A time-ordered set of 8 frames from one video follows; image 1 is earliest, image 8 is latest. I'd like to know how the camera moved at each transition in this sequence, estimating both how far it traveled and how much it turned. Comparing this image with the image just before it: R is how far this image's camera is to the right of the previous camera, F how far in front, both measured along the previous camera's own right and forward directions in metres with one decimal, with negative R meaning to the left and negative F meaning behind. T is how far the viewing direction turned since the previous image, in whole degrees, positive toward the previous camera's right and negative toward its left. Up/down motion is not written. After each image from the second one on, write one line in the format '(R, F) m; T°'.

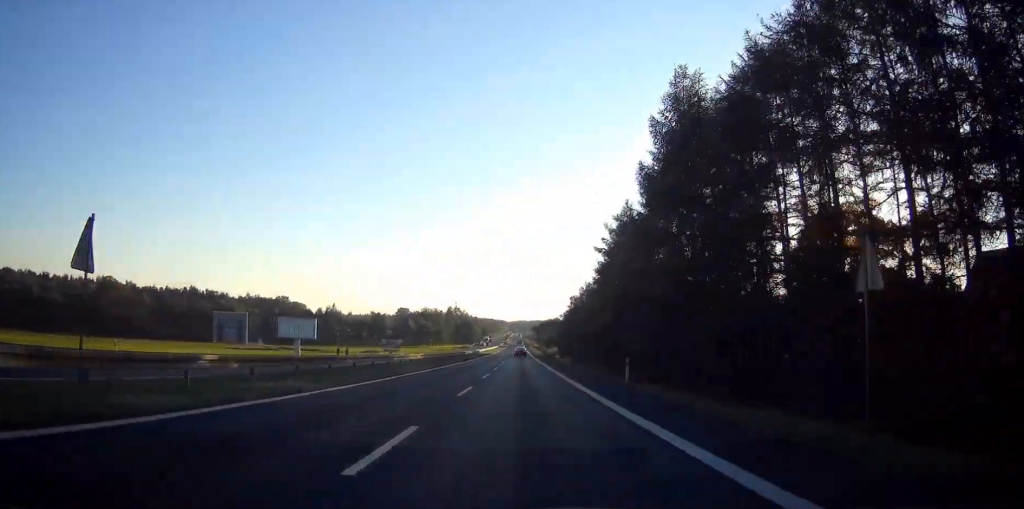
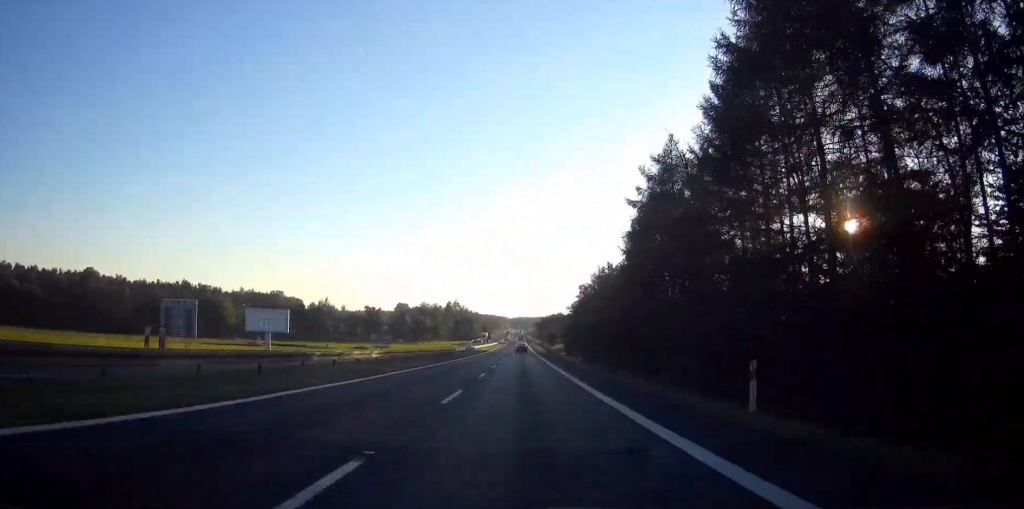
(0.0, +15.4) m; 0°
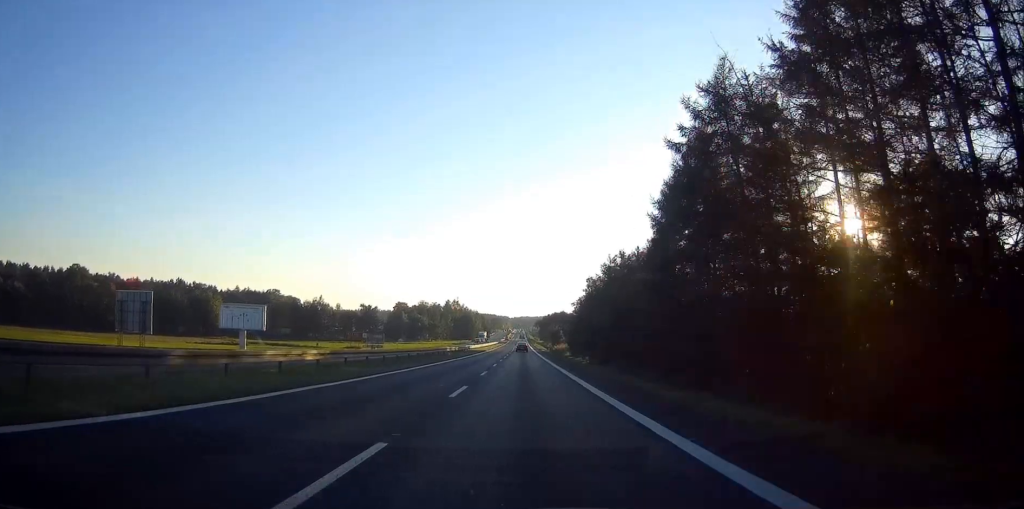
(0.0, +10.3) m; 0°
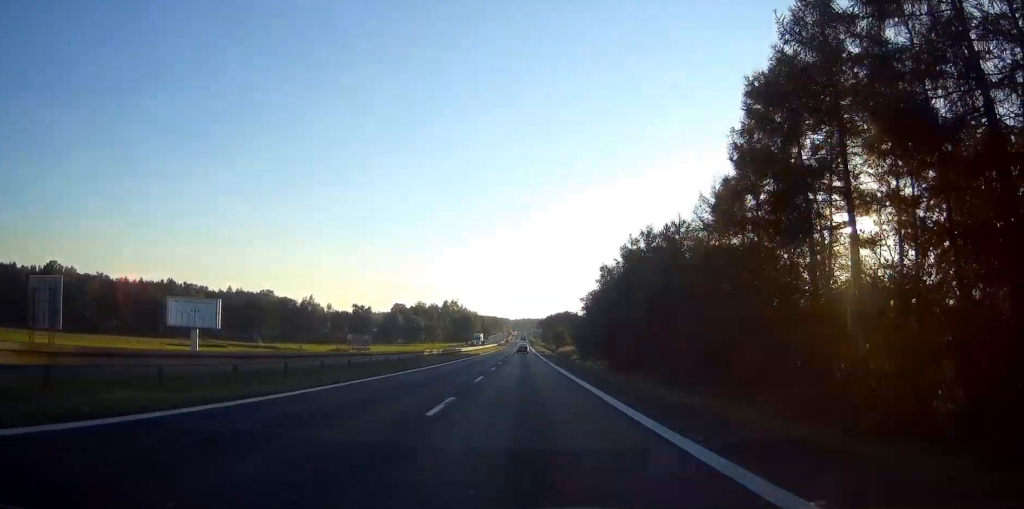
(0.0, +15.4) m; 0°
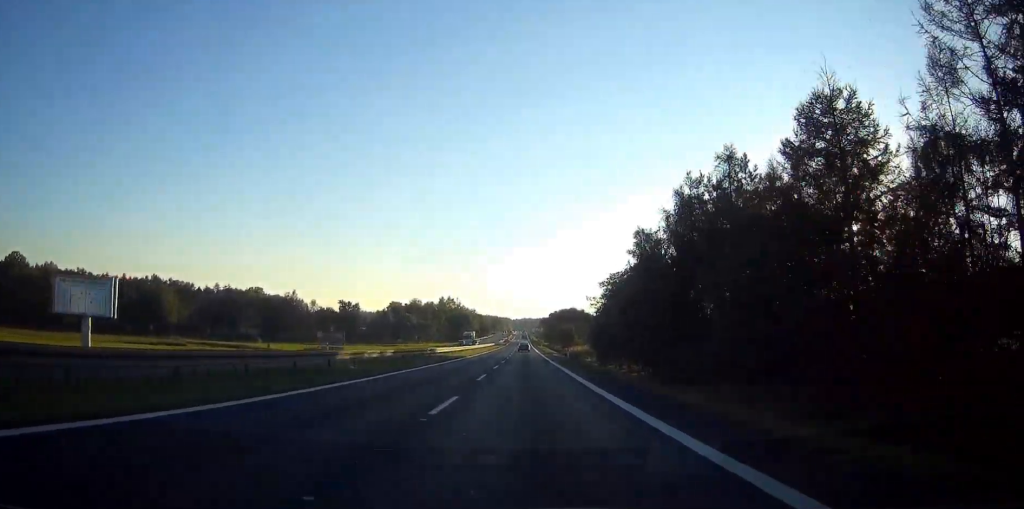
(0.0, +23.2) m; 0°
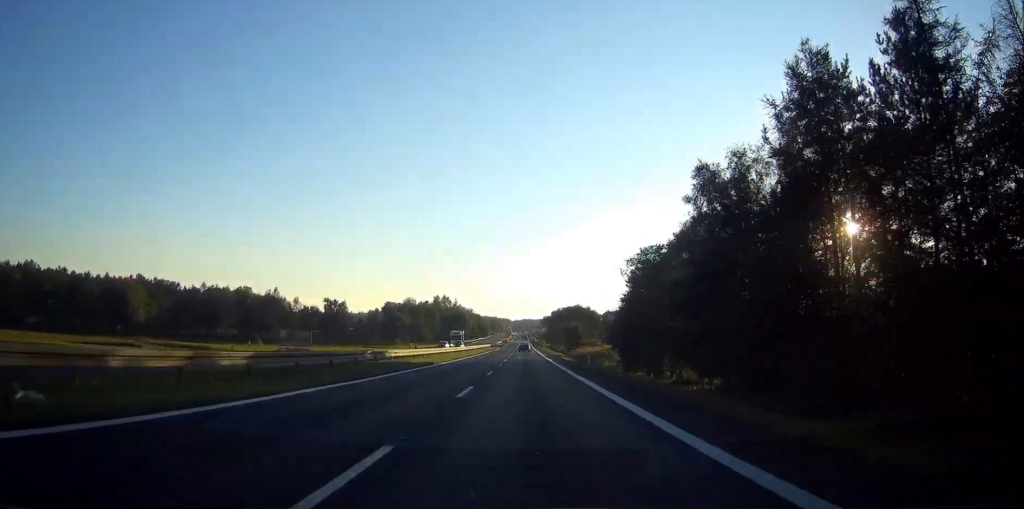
(0.0, +19.7) m; +1°
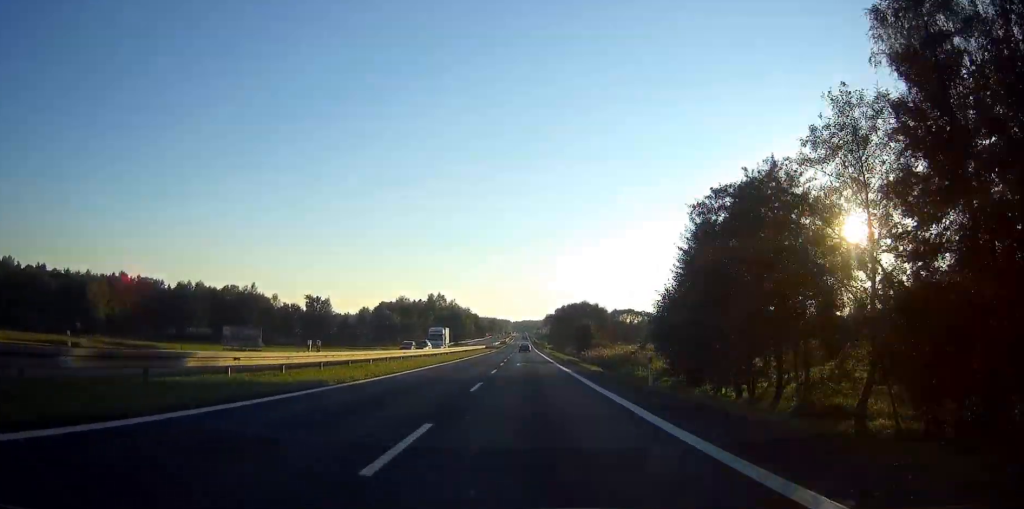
(+0.1, +21.2) m; +1°
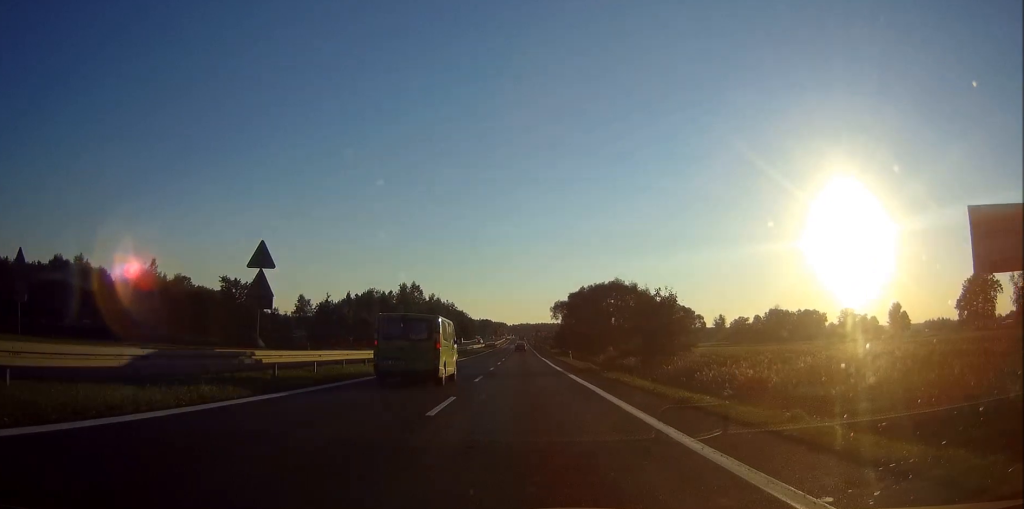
(-0.1, +63.3) m; 0°
